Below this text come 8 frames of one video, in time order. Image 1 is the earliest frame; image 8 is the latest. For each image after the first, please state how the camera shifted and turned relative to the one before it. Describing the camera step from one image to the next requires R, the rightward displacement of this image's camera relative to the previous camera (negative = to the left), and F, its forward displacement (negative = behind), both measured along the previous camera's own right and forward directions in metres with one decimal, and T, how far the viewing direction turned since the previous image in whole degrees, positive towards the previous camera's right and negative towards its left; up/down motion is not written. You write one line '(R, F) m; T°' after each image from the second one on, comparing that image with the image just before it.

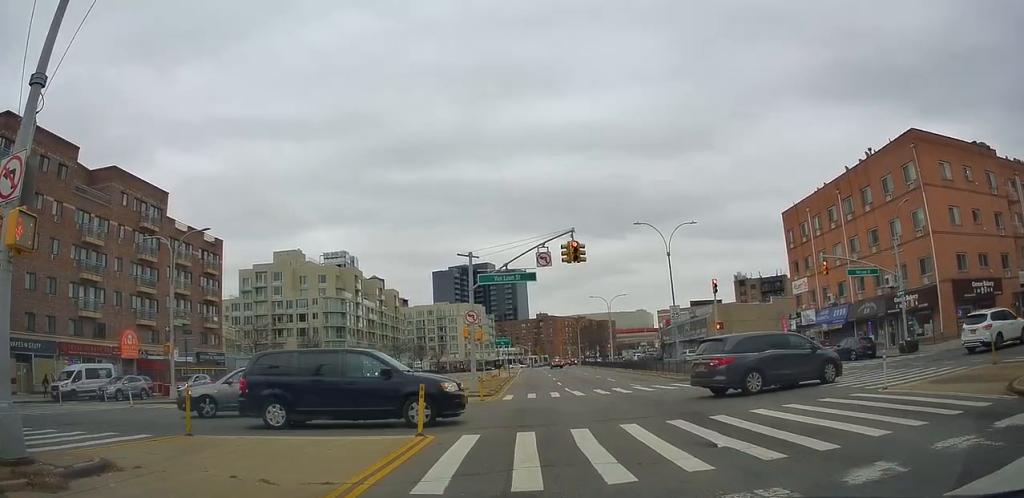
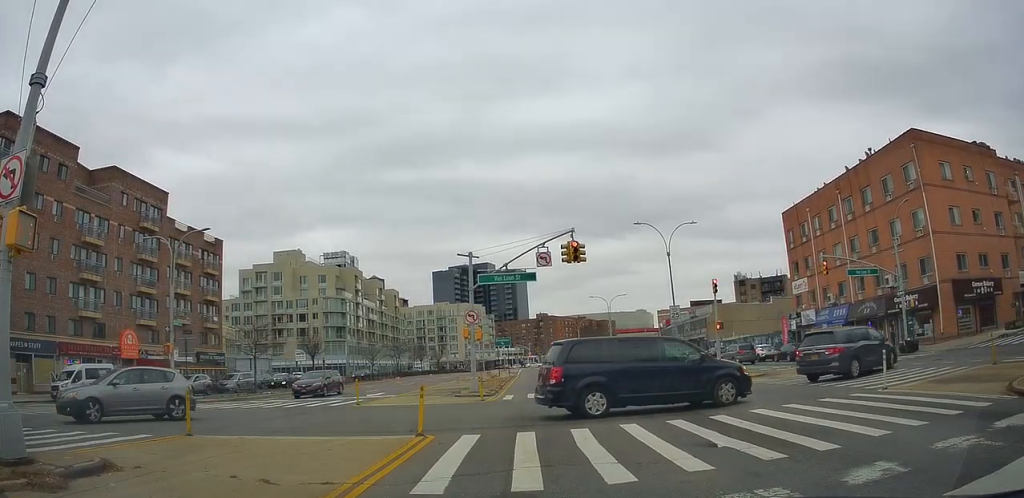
(0.0, -0.1) m; 0°
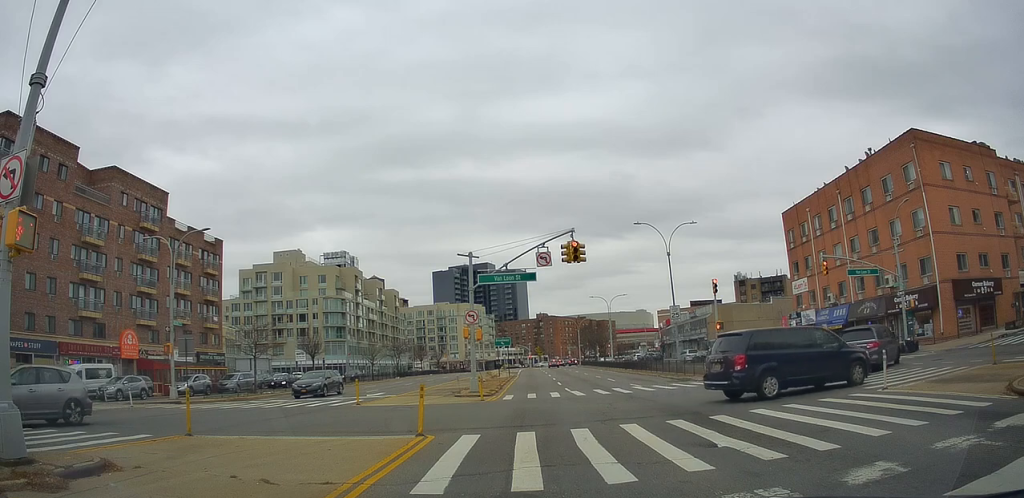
(0.0, 0.0) m; 0°
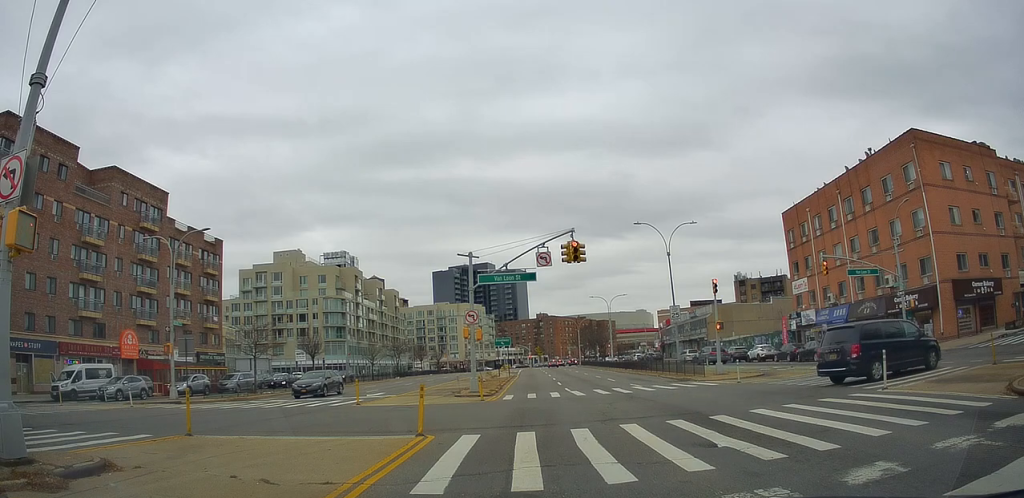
(0.0, 0.0) m; 0°
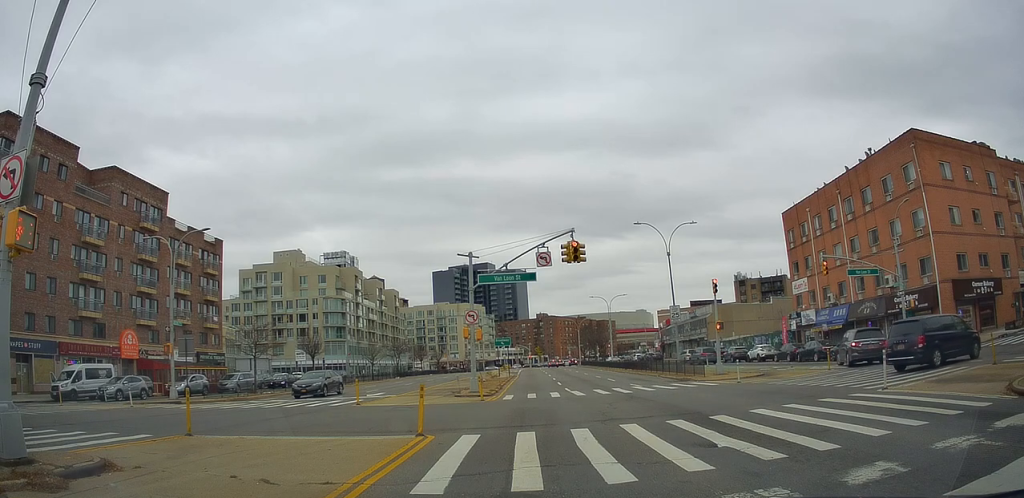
(0.0, 0.0) m; 0°
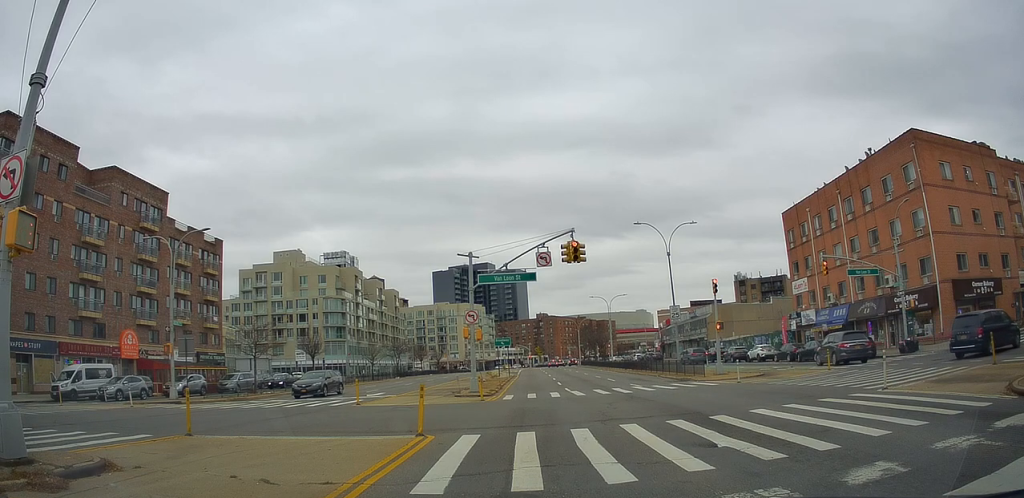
(0.0, 0.0) m; 0°
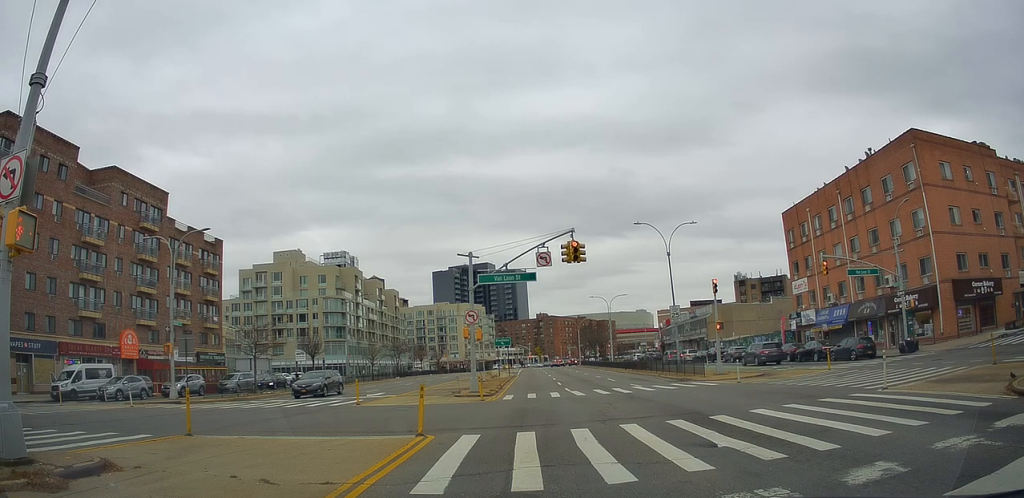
(-0.1, +0.3) m; 0°
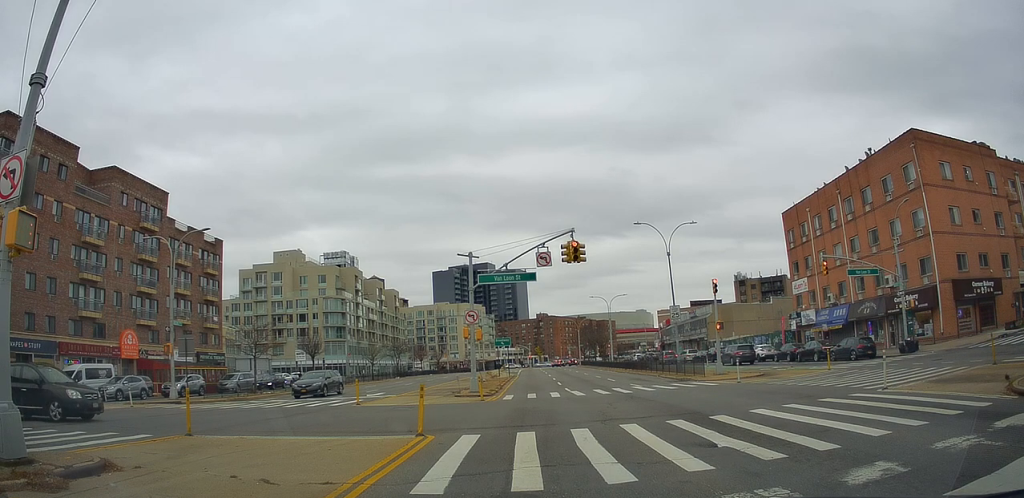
(0.0, 0.0) m; 0°
